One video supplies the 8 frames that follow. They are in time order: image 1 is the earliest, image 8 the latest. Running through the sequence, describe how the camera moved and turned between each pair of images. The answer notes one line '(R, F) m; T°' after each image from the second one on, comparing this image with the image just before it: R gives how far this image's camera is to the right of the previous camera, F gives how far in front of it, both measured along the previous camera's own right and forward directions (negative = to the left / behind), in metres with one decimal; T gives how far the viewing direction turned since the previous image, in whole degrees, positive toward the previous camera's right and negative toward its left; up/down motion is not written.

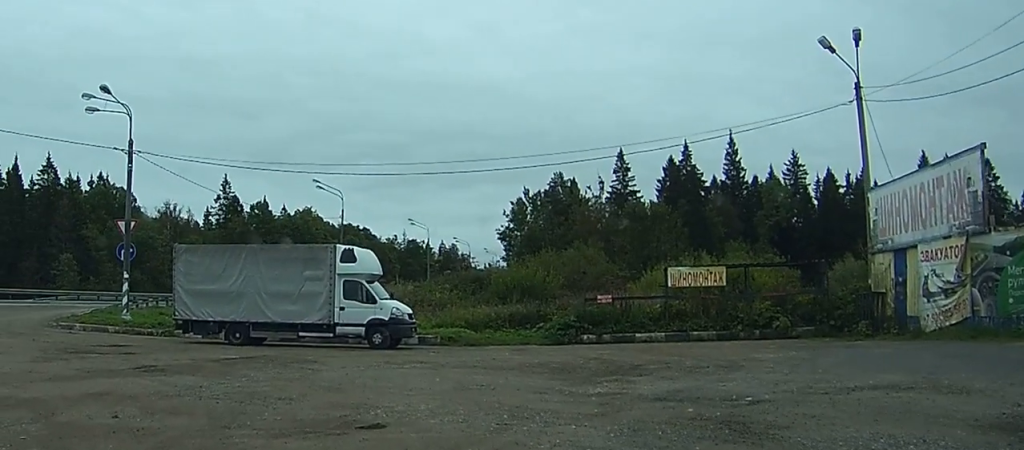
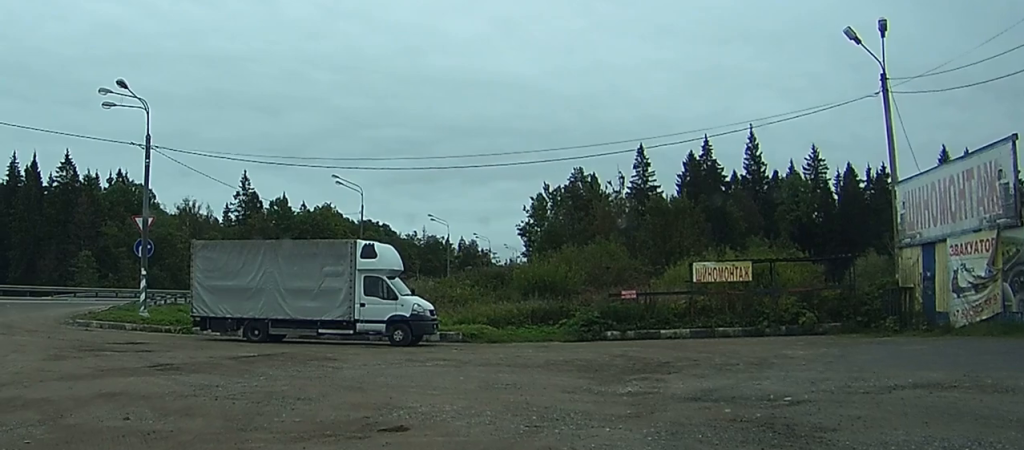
(0.0, +1.1) m; 0°
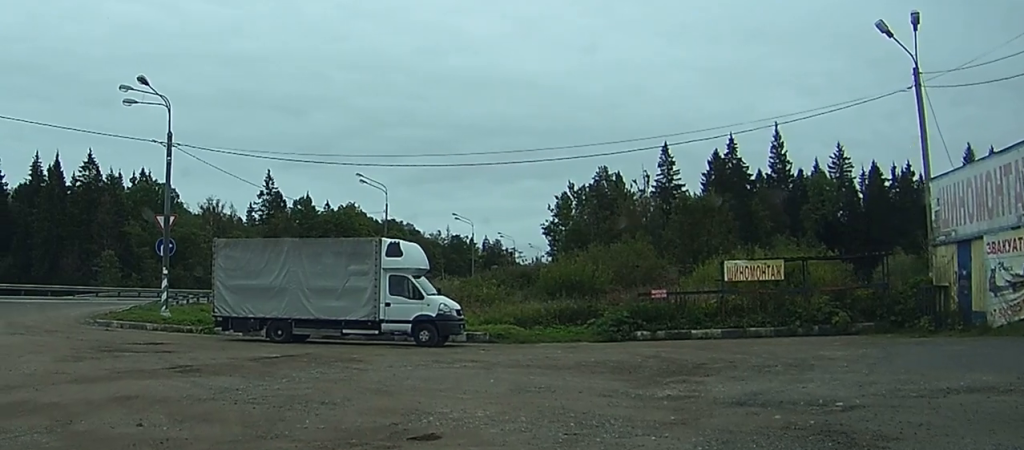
(0.0, +2.0) m; -2°
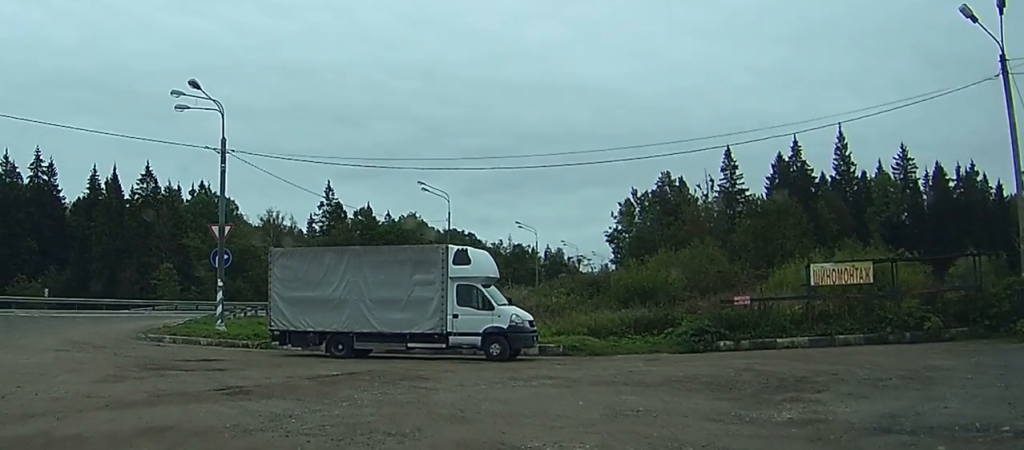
(-0.2, +2.0) m; -4°
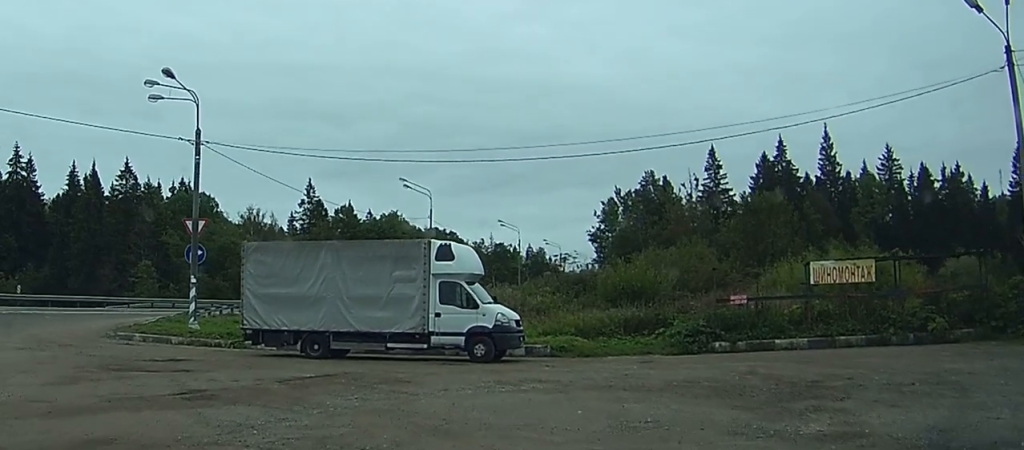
(+0.1, +1.0) m; +4°
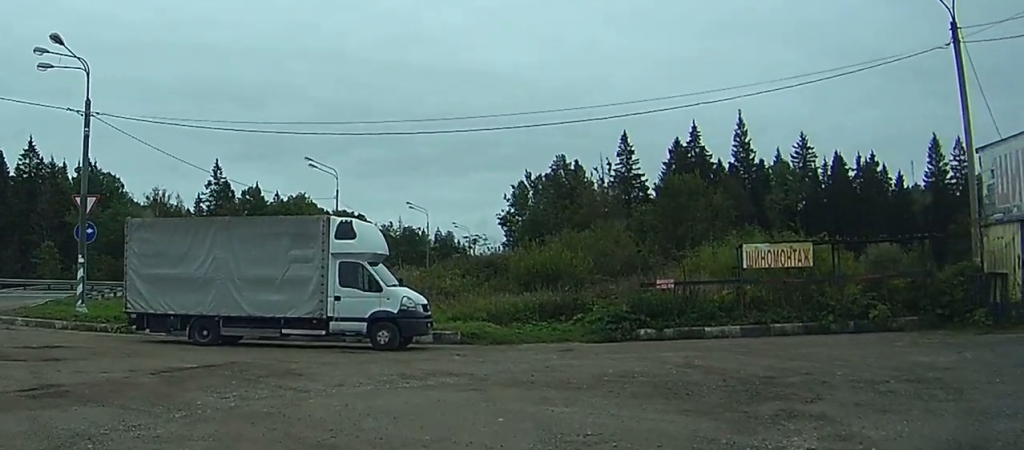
(+0.1, +1.5) m; +6°
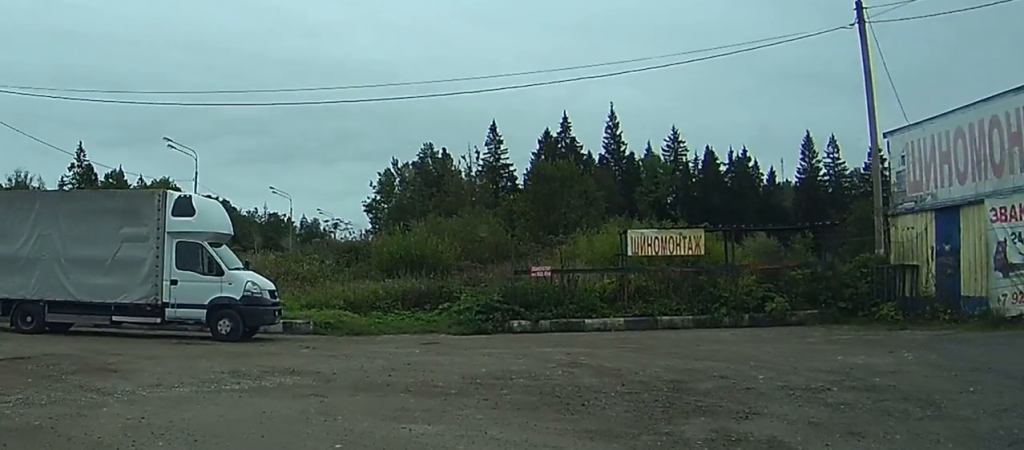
(+0.1, +1.8) m; +8°
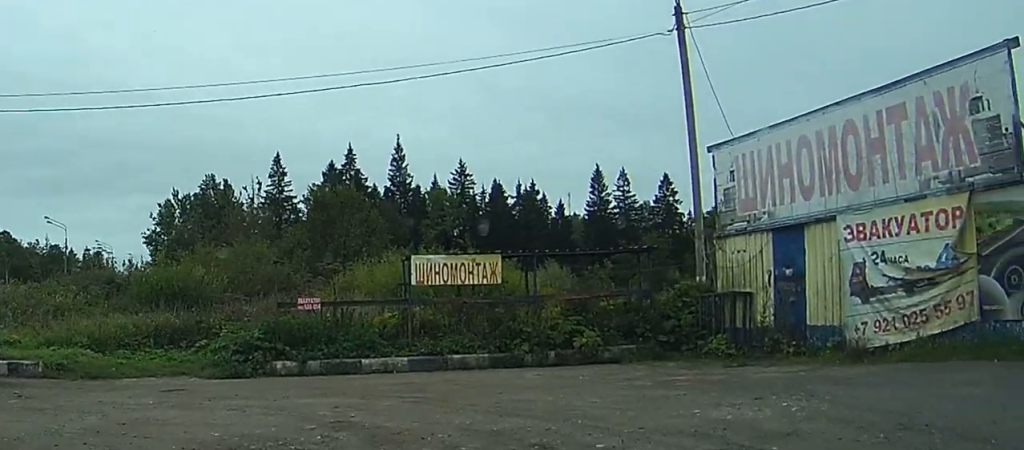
(+0.3, +2.5) m; +13°
